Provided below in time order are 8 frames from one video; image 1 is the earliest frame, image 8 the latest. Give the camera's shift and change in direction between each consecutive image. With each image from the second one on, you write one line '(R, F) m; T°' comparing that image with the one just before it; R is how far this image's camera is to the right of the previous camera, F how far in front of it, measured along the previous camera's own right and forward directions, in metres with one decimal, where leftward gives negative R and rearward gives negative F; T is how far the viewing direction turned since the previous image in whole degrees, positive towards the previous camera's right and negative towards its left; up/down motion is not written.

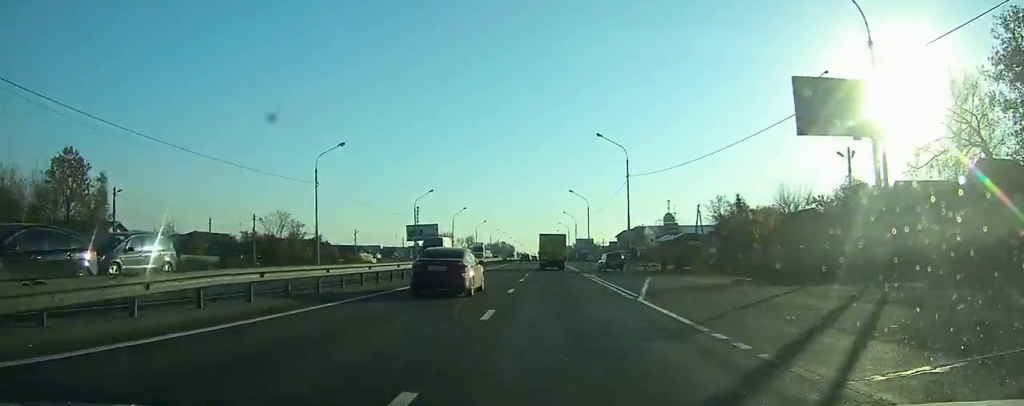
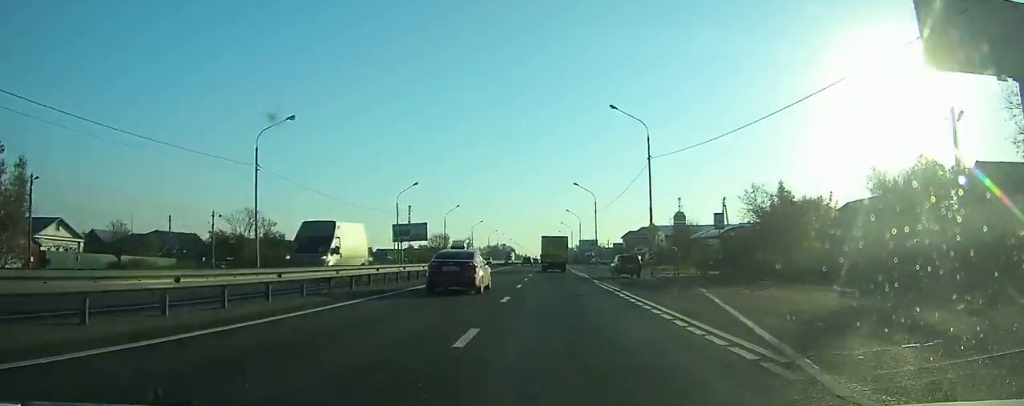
(+0.1, +11.5) m; 0°
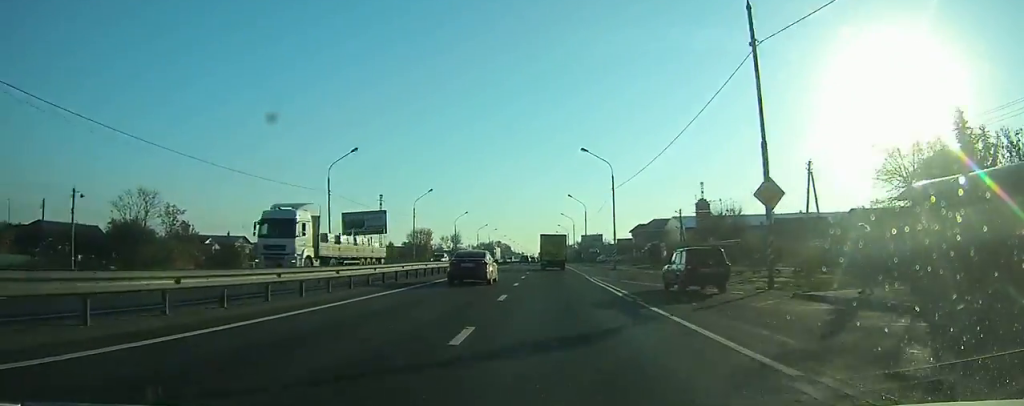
(-0.1, +25.8) m; 0°
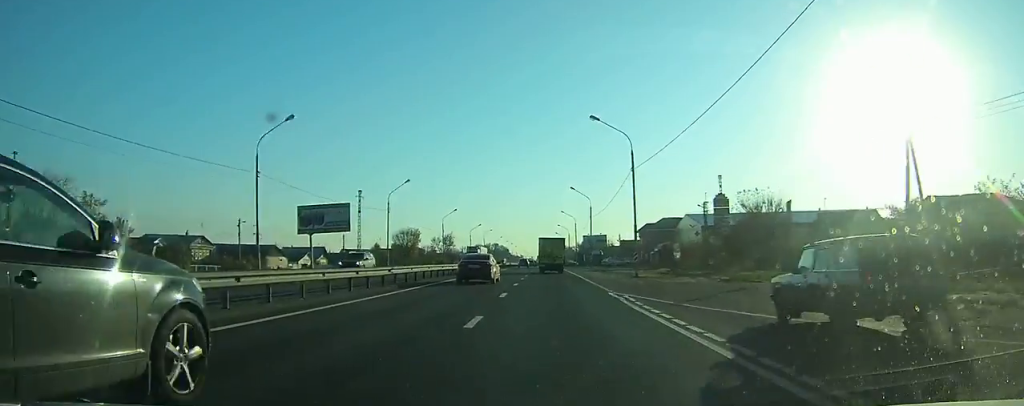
(+0.1, +15.7) m; 0°
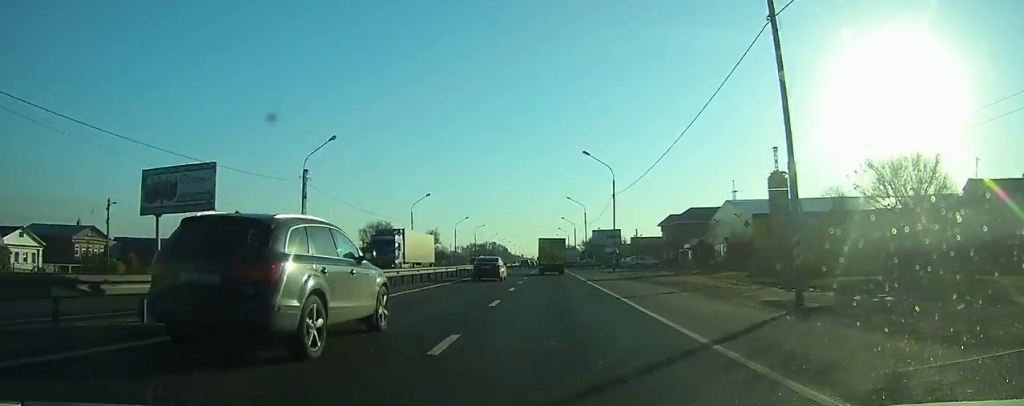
(0.0, +30.2) m; 0°
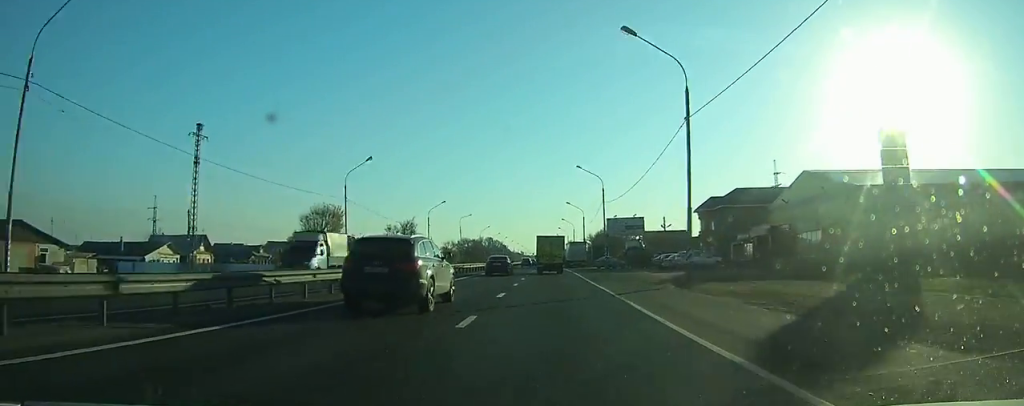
(-0.1, +32.0) m; 0°
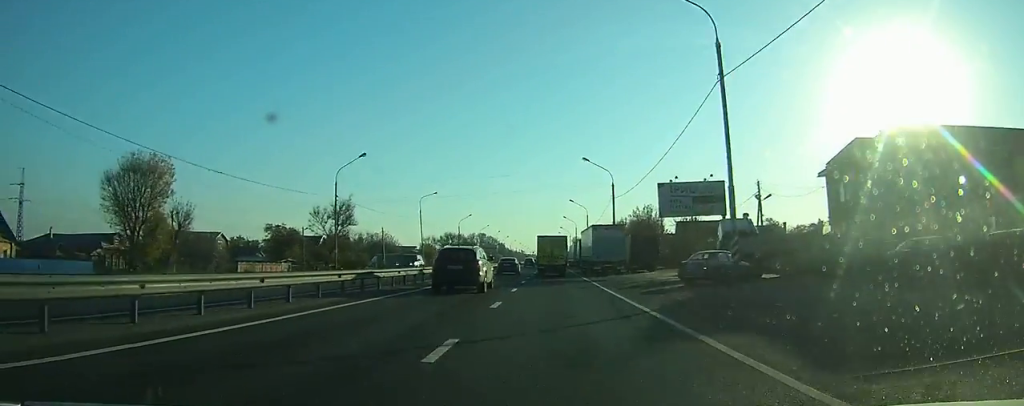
(+0.1, +42.9) m; 0°
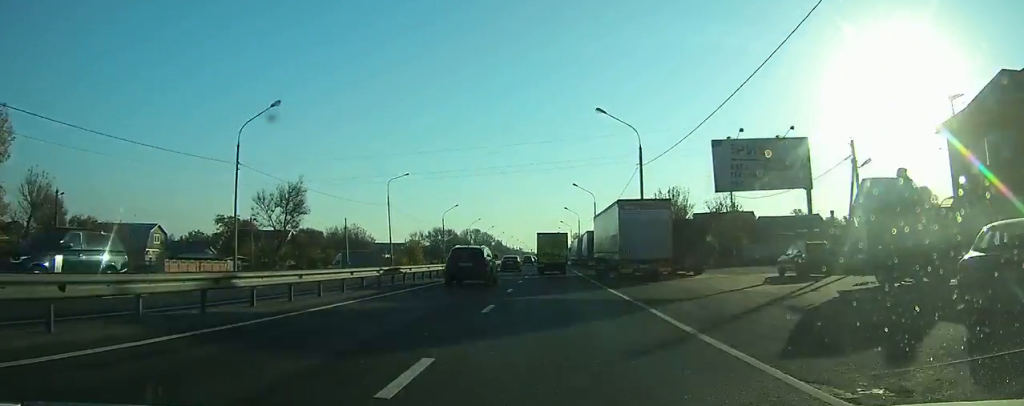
(-0.1, +15.9) m; 0°
